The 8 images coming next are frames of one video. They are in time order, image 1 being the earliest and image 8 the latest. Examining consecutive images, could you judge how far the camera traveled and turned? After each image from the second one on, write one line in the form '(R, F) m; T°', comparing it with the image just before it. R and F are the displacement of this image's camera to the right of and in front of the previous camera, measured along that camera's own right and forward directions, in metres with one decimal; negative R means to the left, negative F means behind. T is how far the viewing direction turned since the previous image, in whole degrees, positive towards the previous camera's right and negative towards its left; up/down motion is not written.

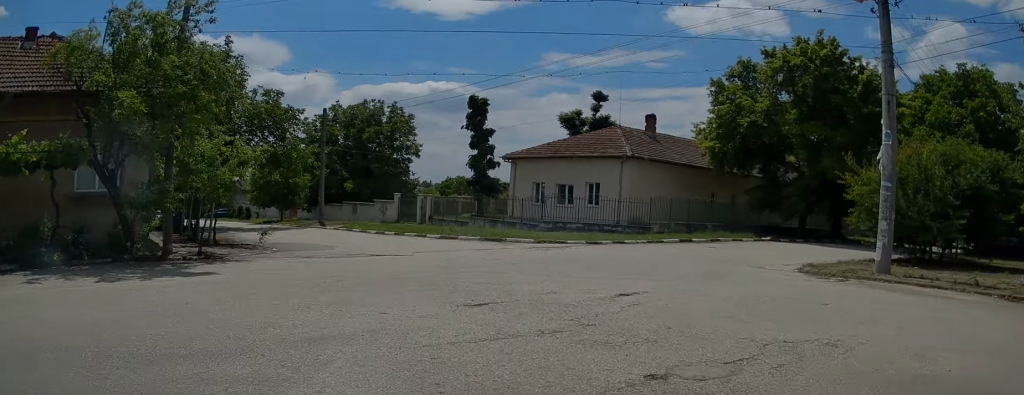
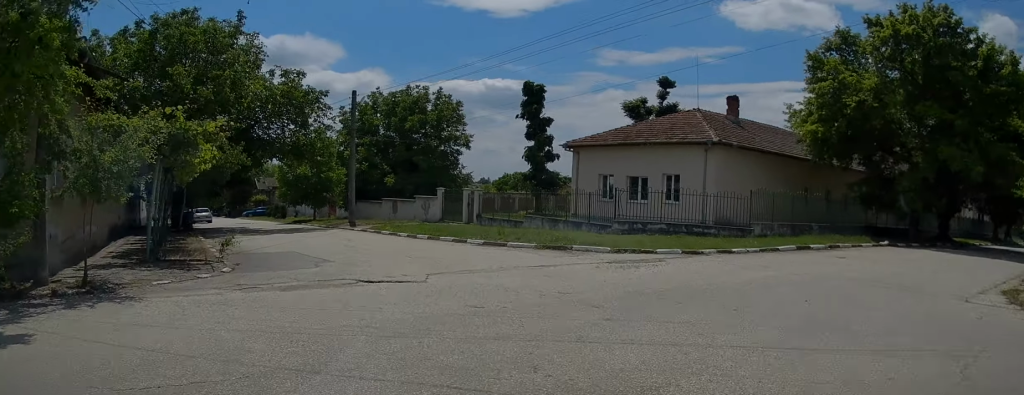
(-0.3, +6.3) m; -6°
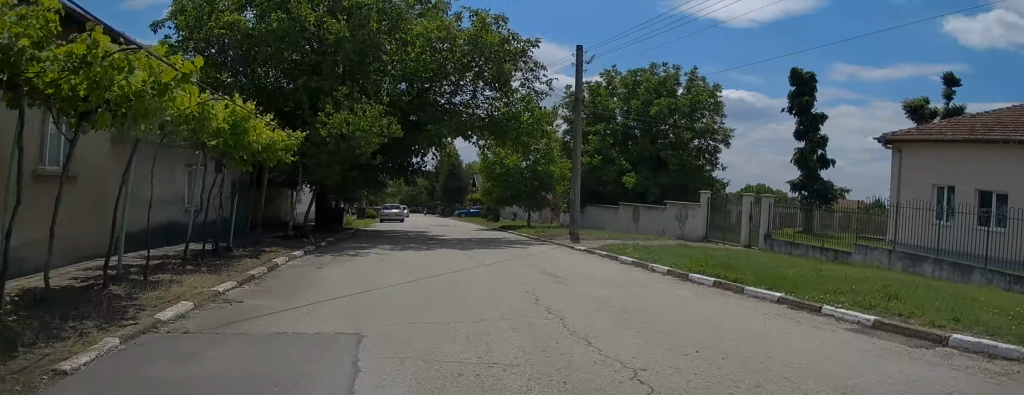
(-1.6, +11.4) m; -16°
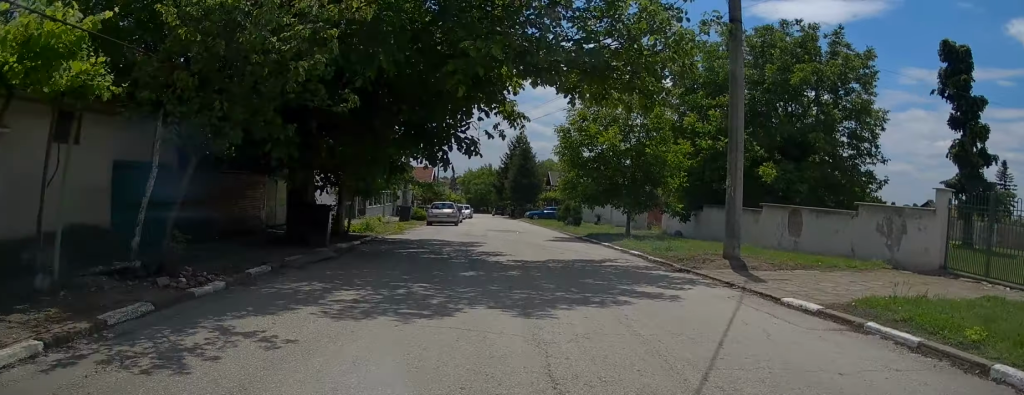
(-0.9, +11.2) m; -5°
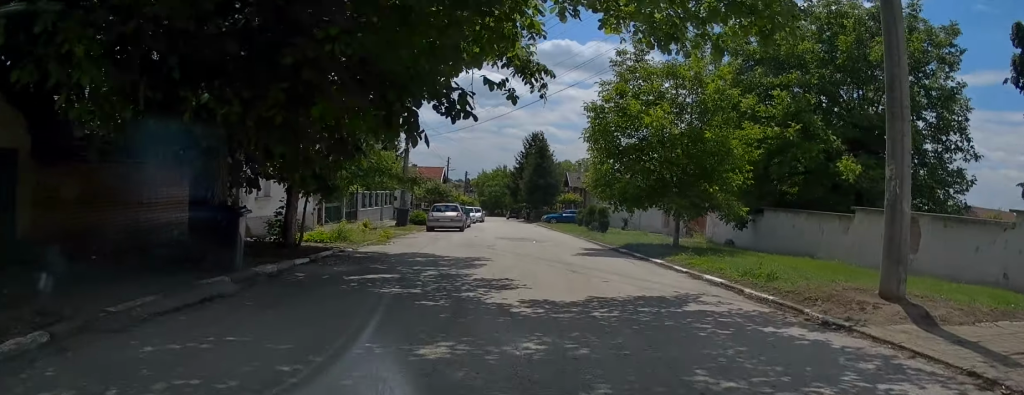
(+0.1, +5.9) m; 0°
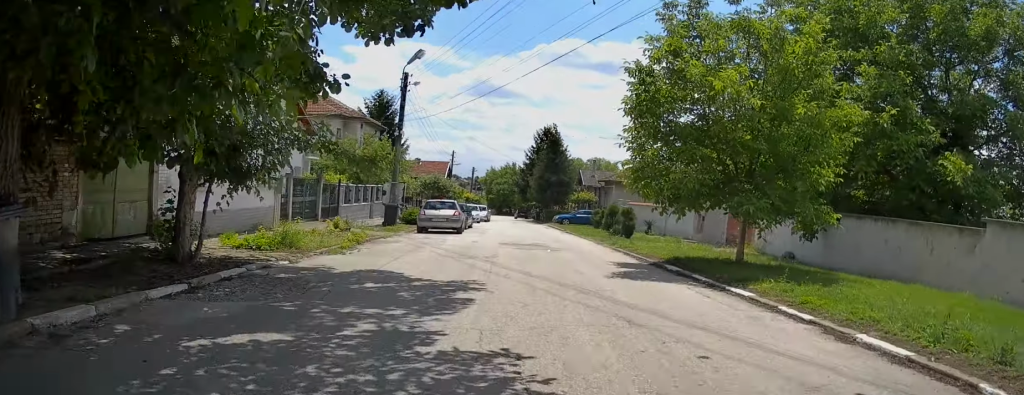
(-0.2, +5.3) m; 0°
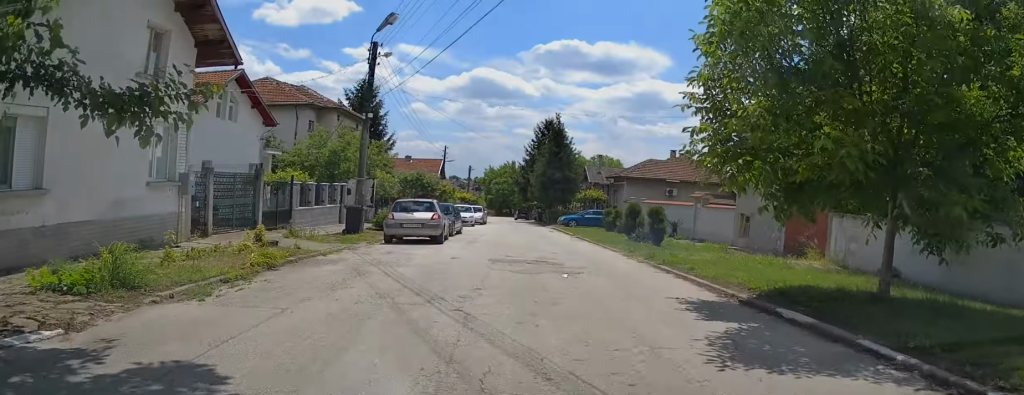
(+0.2, +6.3) m; +2°
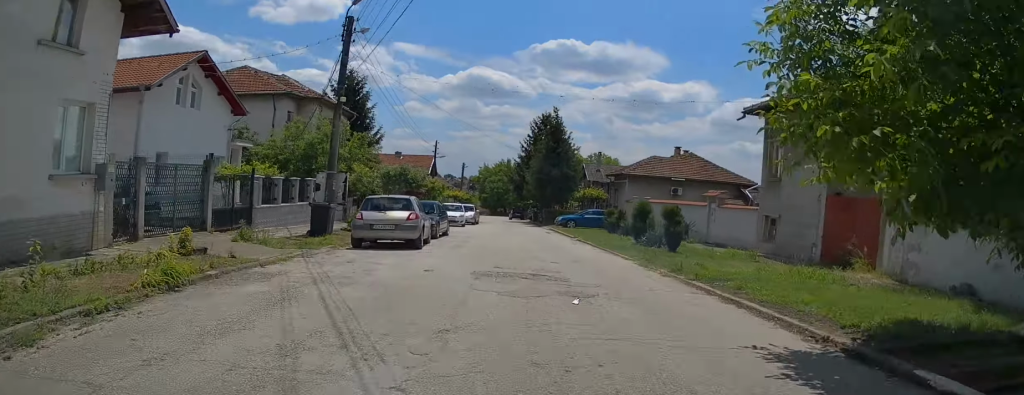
(0.0, +3.3) m; +1°
